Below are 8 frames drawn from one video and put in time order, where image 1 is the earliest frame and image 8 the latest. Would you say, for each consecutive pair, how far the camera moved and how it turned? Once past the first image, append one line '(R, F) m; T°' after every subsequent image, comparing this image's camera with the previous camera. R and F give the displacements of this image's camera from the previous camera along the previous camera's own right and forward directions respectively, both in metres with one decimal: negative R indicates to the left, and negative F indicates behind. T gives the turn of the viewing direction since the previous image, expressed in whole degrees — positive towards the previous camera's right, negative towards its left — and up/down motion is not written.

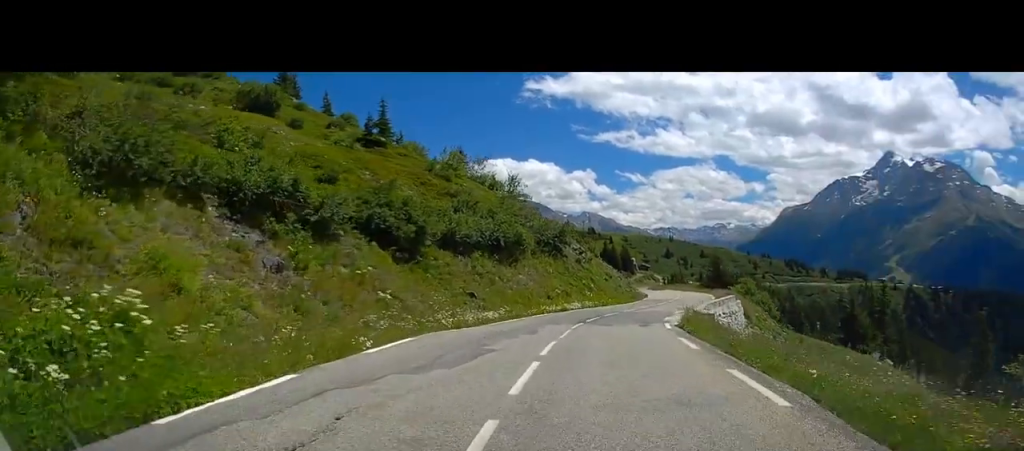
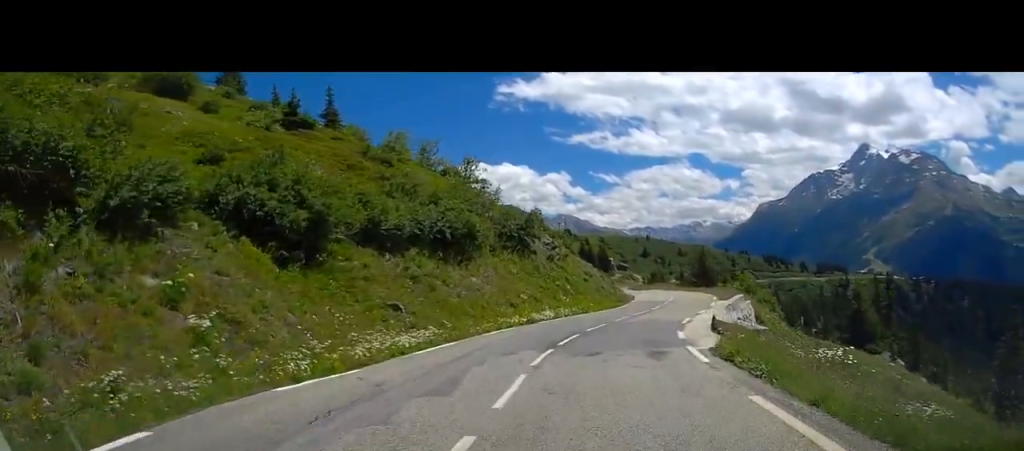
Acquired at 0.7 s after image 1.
(+0.6, +8.8) m; +3°
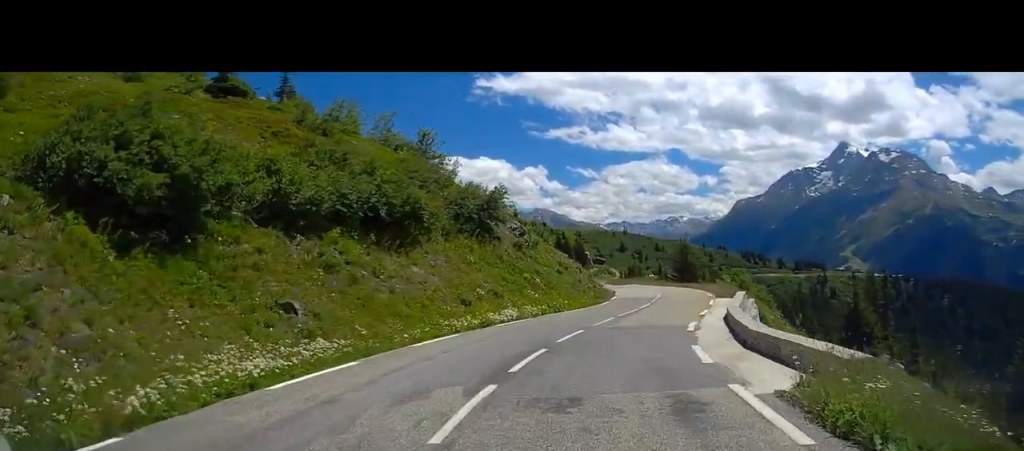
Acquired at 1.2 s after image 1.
(+0.2, +6.1) m; +2°
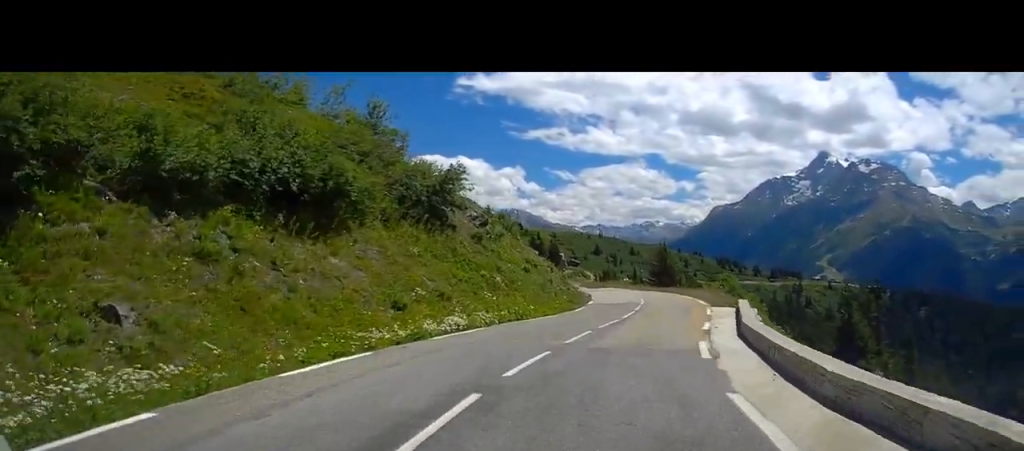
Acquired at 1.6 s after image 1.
(0.0, +5.3) m; +2°
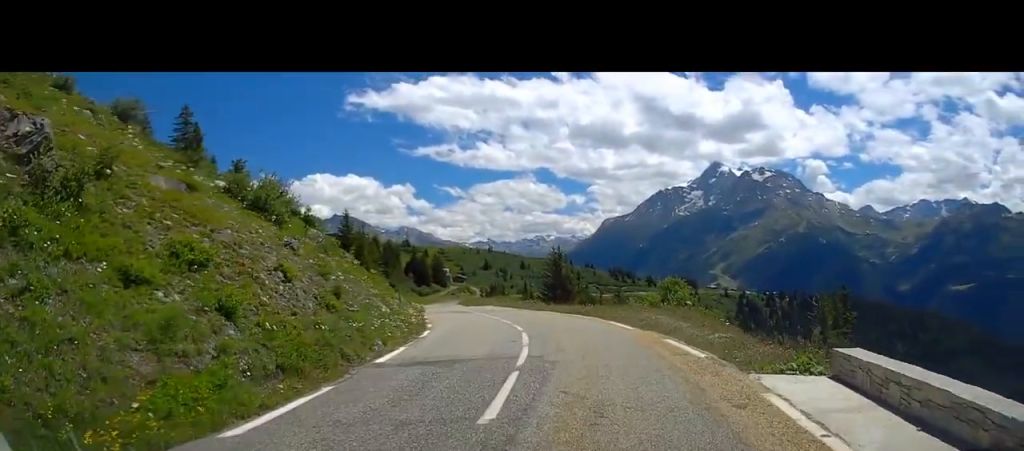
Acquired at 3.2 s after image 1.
(+1.2, +19.9) m; +6°
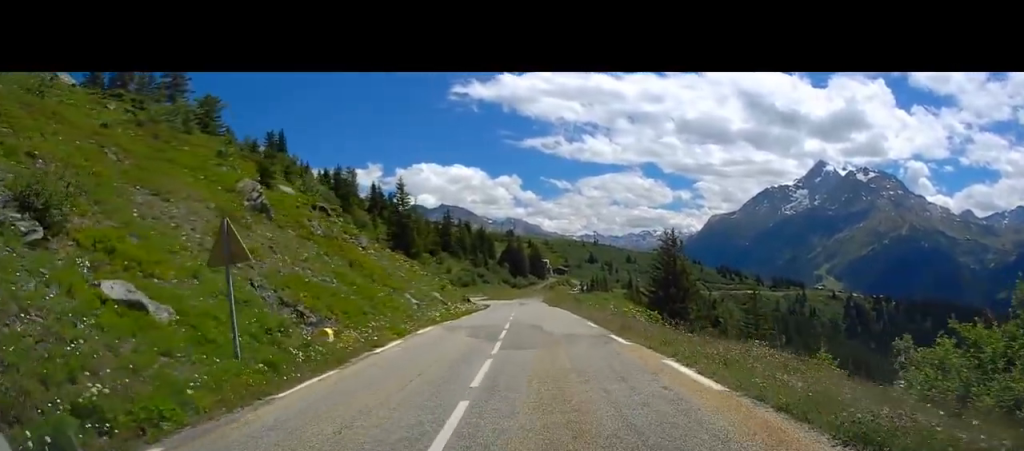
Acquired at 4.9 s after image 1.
(-0.5, +22.1) m; -6°
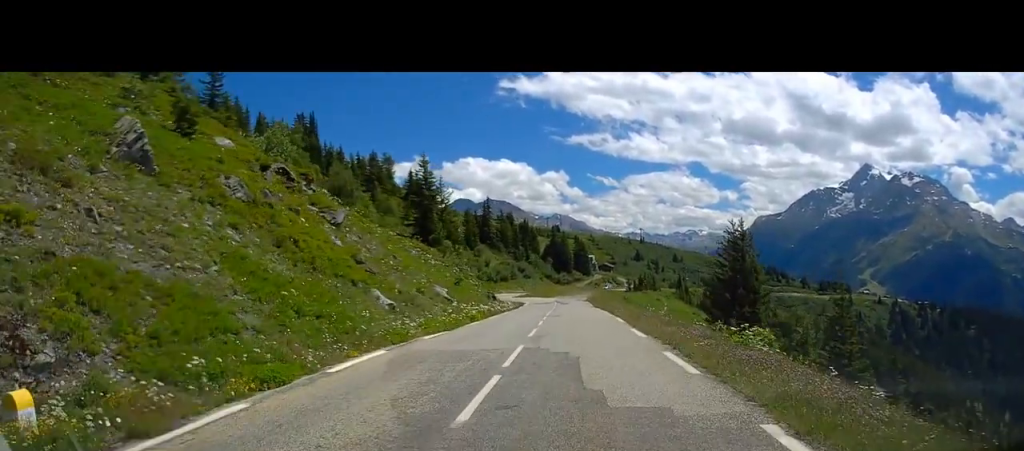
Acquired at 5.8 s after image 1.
(-0.7, +11.0) m; -4°
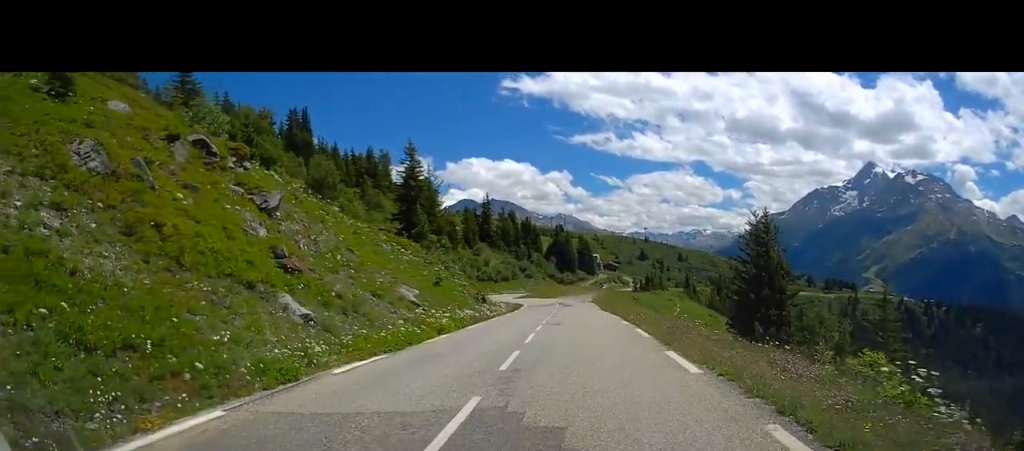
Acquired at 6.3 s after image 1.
(-0.2, +6.8) m; -1°
